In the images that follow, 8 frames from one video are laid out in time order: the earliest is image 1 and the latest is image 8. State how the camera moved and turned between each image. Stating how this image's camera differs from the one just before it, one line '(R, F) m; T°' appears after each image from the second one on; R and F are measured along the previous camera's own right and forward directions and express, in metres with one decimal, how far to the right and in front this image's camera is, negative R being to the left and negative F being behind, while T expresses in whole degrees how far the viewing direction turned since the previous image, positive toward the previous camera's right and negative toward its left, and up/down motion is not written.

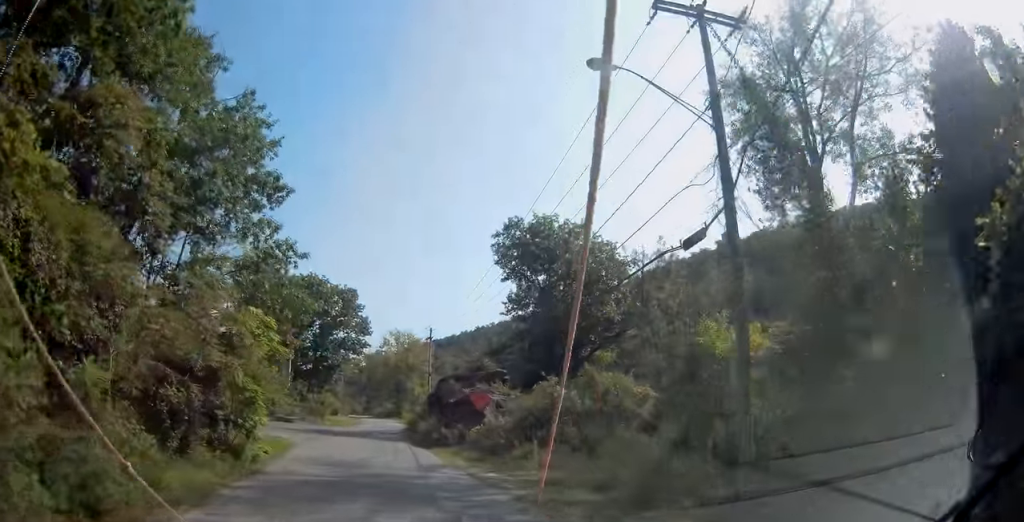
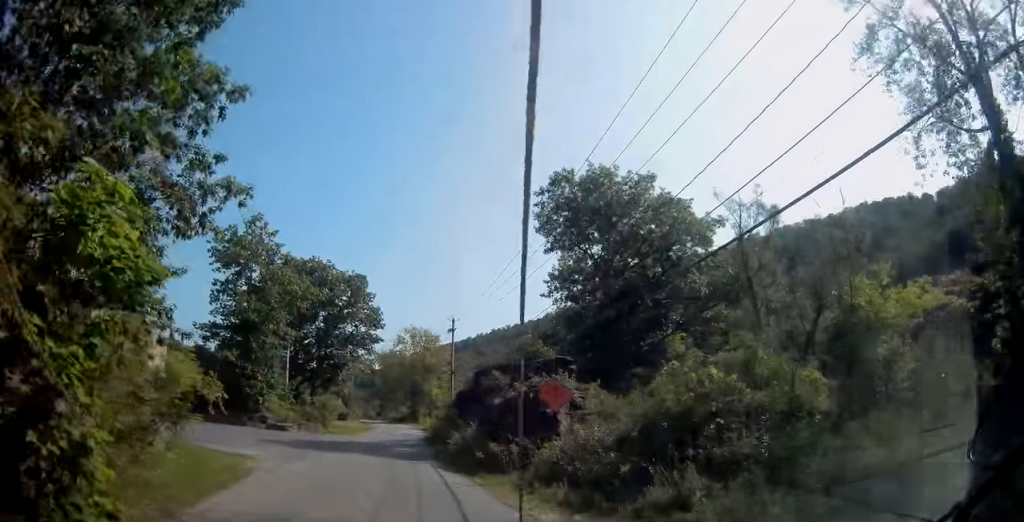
(0.0, +10.8) m; 0°
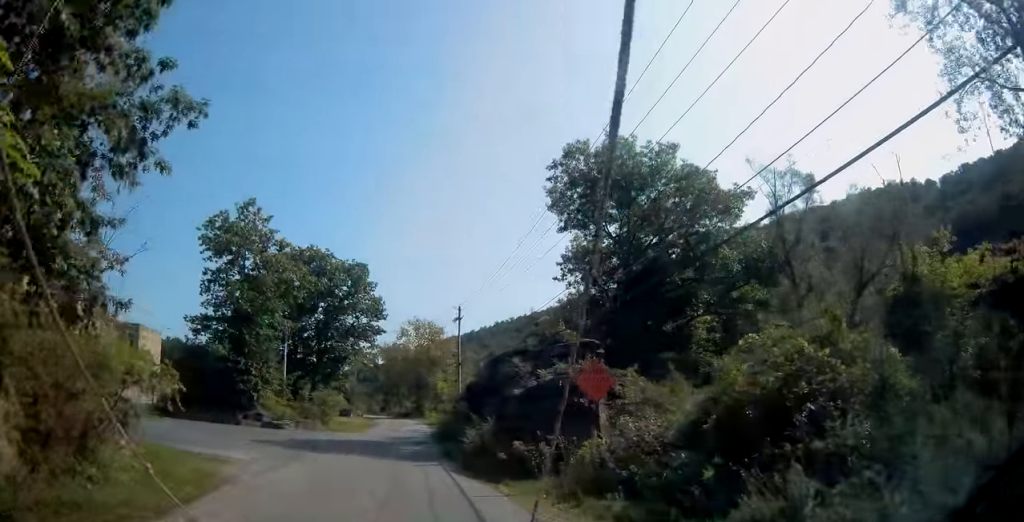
(0.0, +3.2) m; 0°
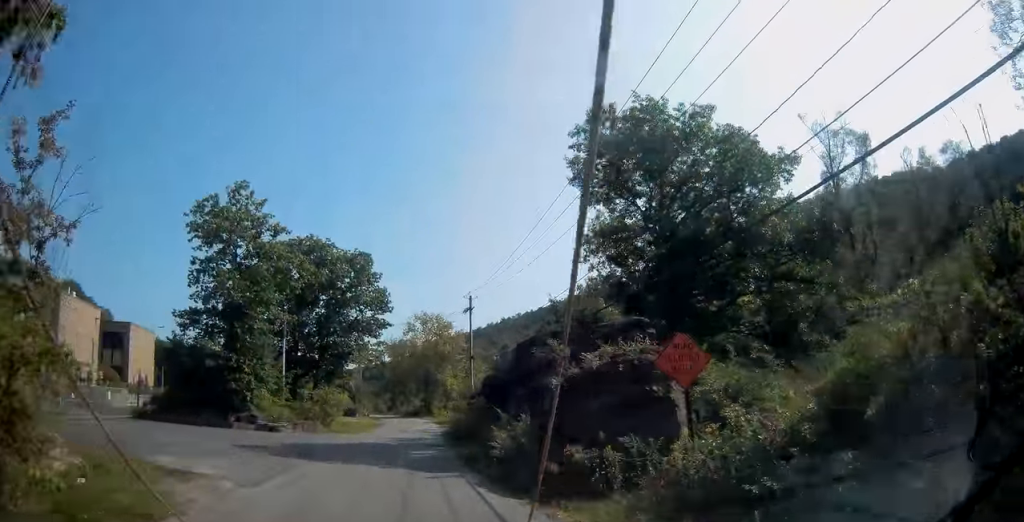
(0.0, +4.2) m; 0°
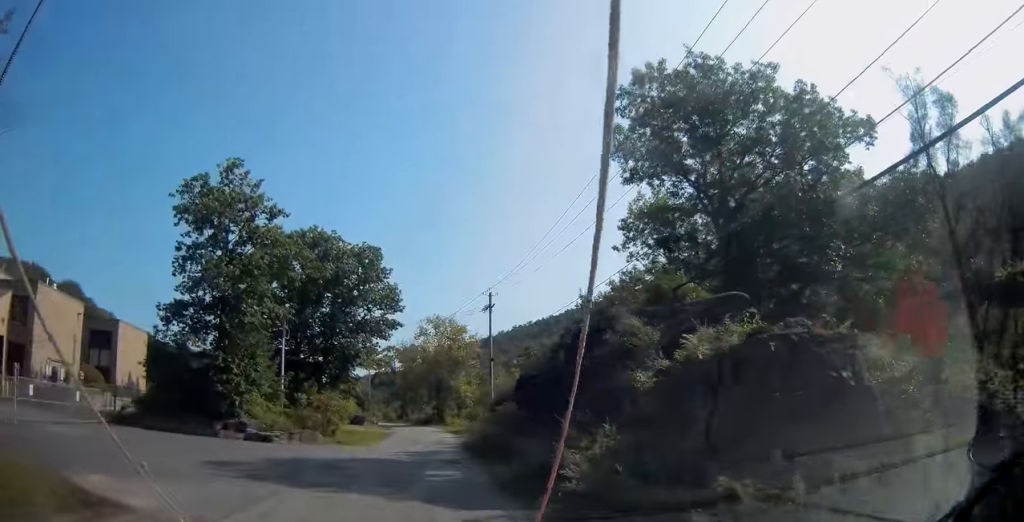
(0.0, +5.4) m; 0°
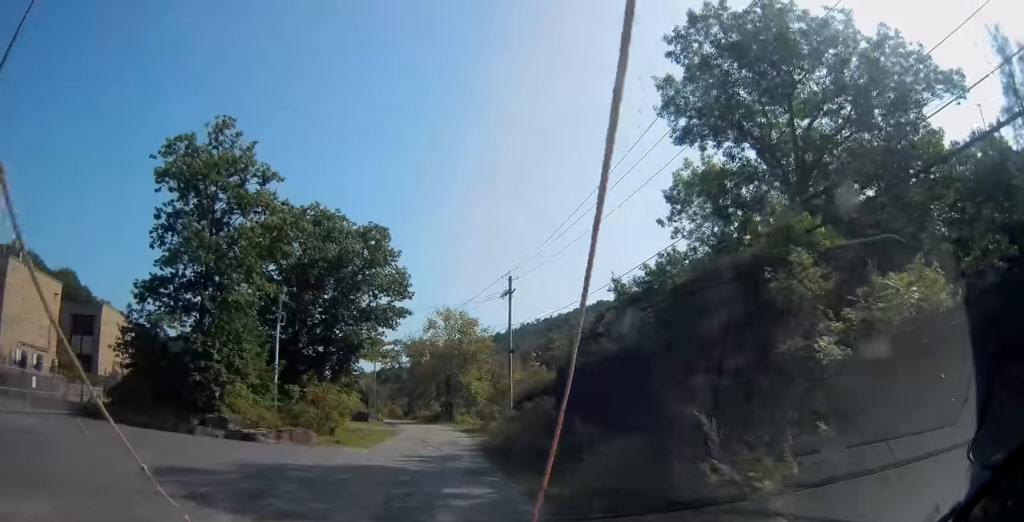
(0.0, +5.4) m; 0°
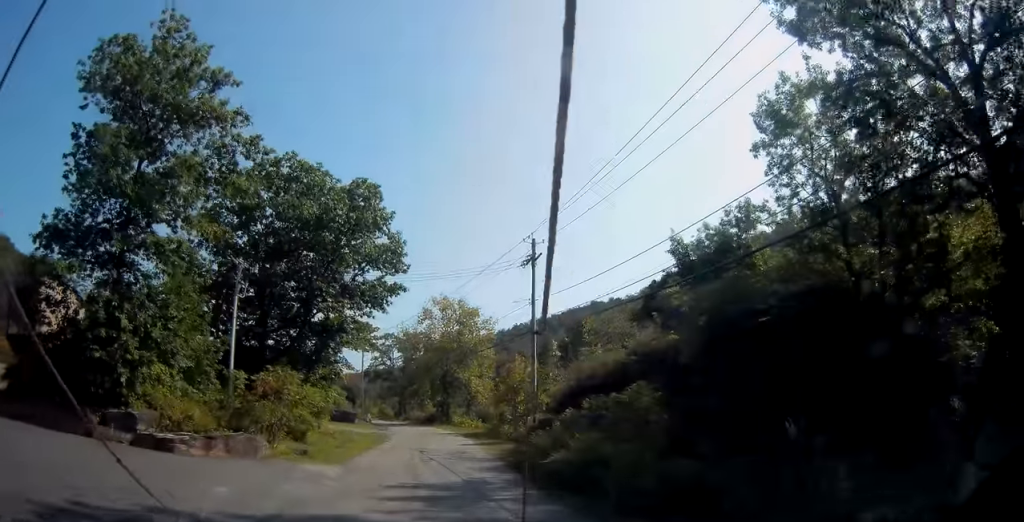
(-0.2, +10.4) m; -2°
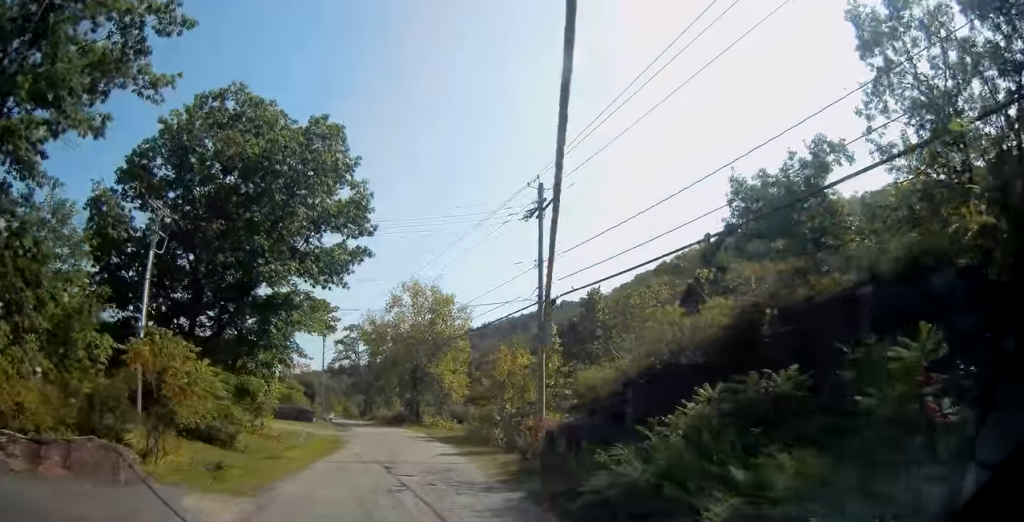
(0.0, +9.1) m; +3°
